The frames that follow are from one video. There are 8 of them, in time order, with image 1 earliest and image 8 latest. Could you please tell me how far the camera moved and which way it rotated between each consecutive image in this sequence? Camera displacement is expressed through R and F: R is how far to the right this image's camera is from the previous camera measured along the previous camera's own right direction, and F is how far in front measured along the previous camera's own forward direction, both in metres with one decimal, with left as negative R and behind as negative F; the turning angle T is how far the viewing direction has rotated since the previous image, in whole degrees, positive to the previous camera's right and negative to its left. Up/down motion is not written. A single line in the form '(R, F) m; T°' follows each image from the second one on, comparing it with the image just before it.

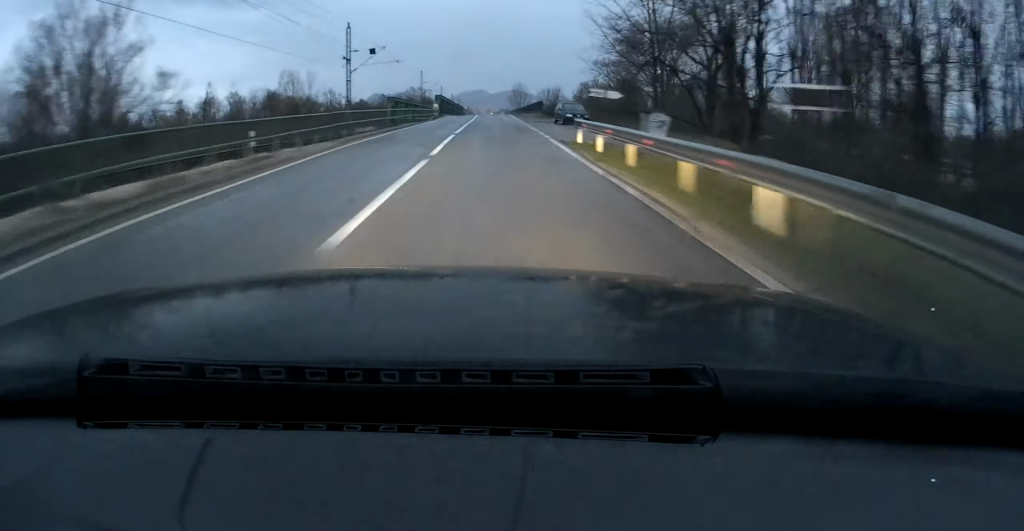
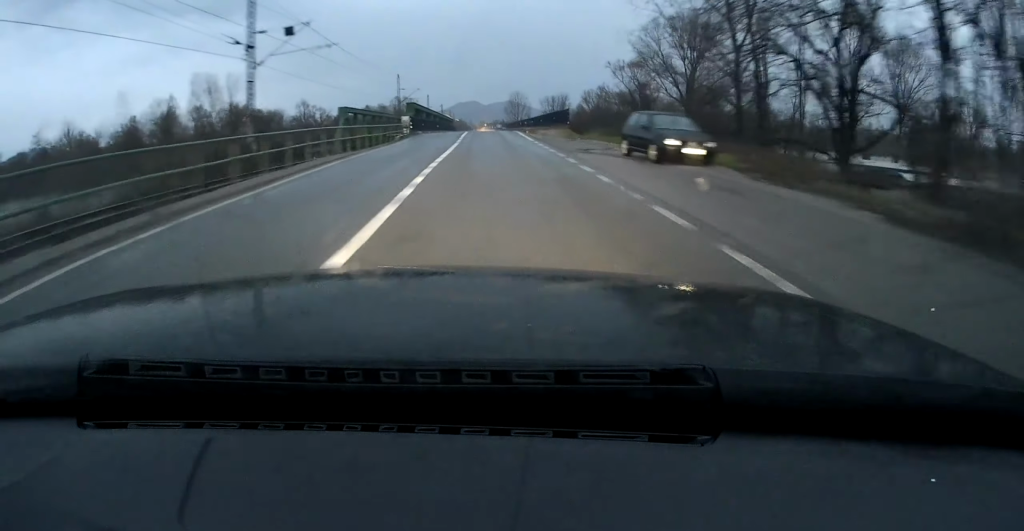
(0.0, +22.1) m; 0°
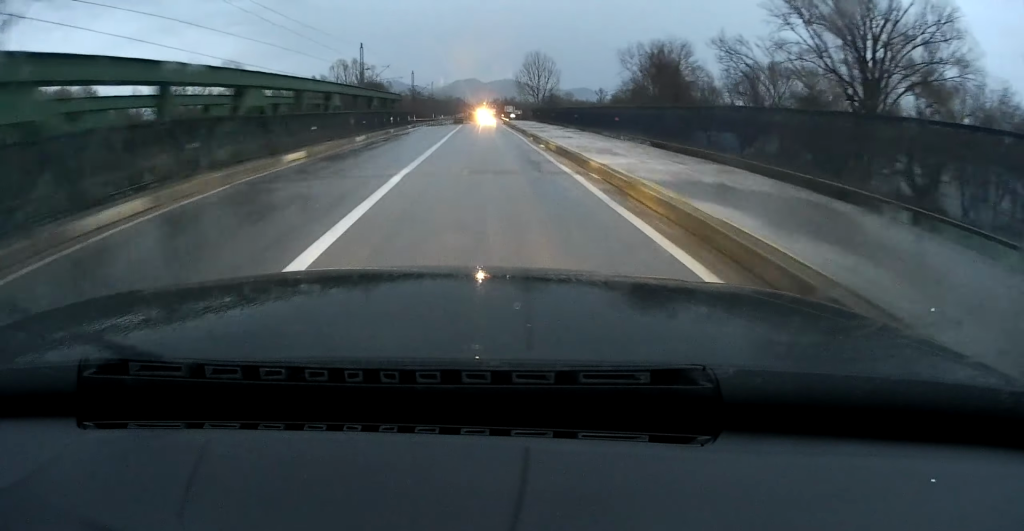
(+0.5, +74.8) m; +1°
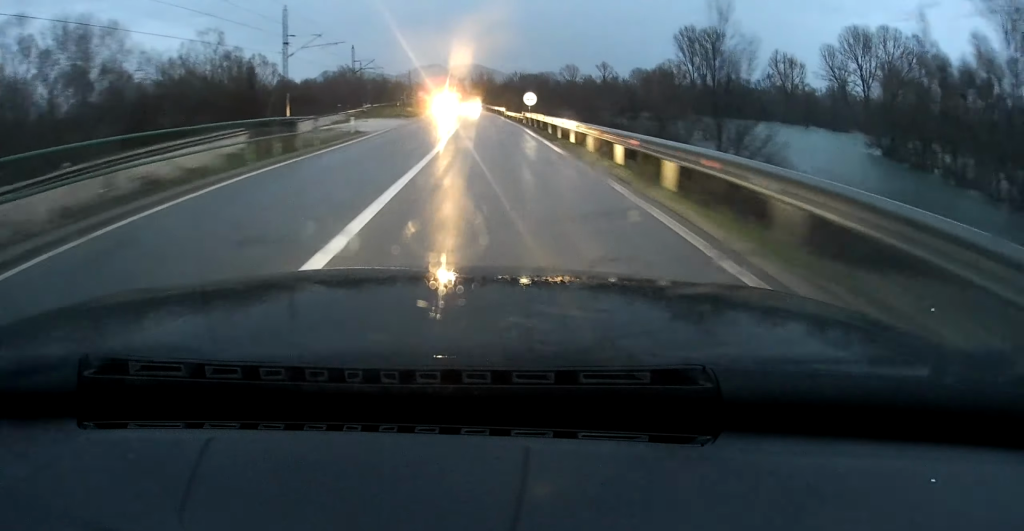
(+1.7, +108.0) m; +2°
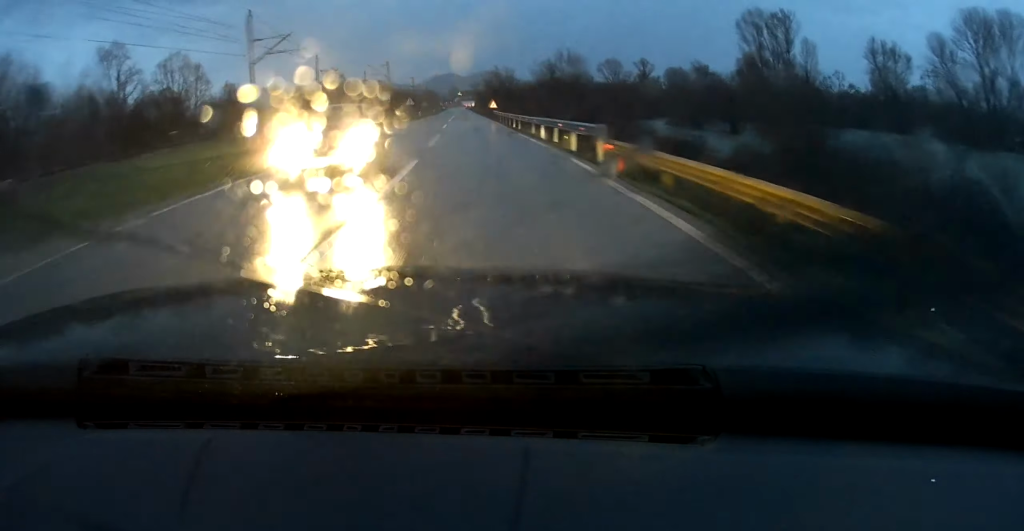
(-0.2, +48.8) m; -1°
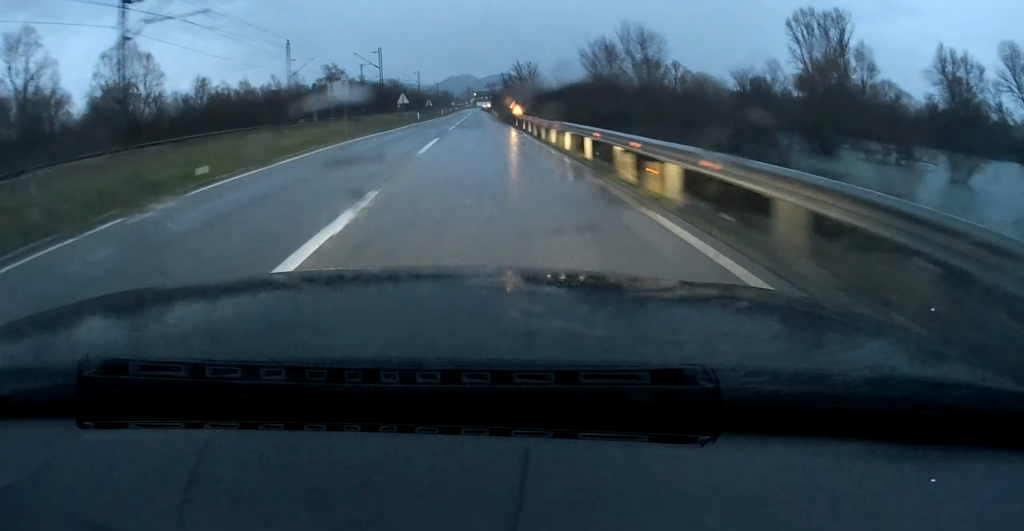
(-0.2, +21.9) m; -1°
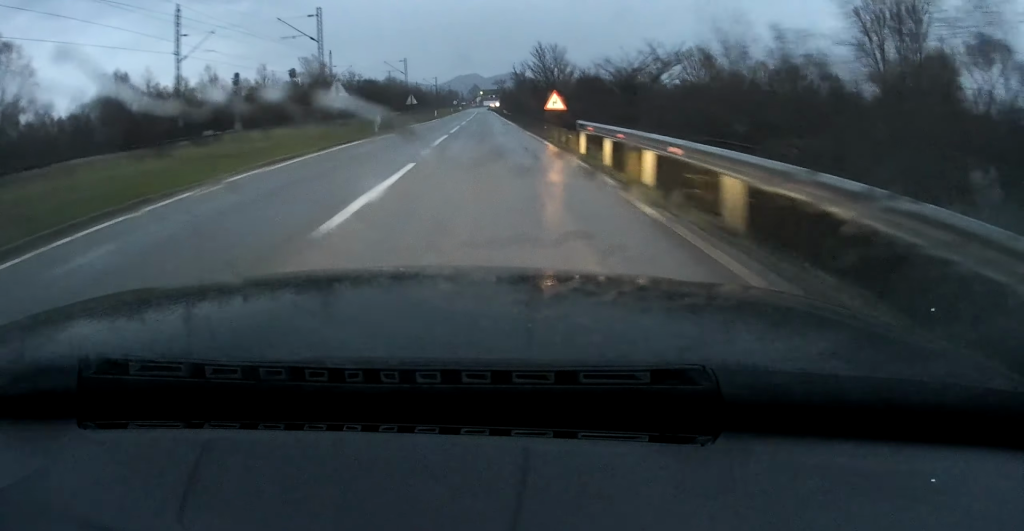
(-0.1, +30.0) m; -1°
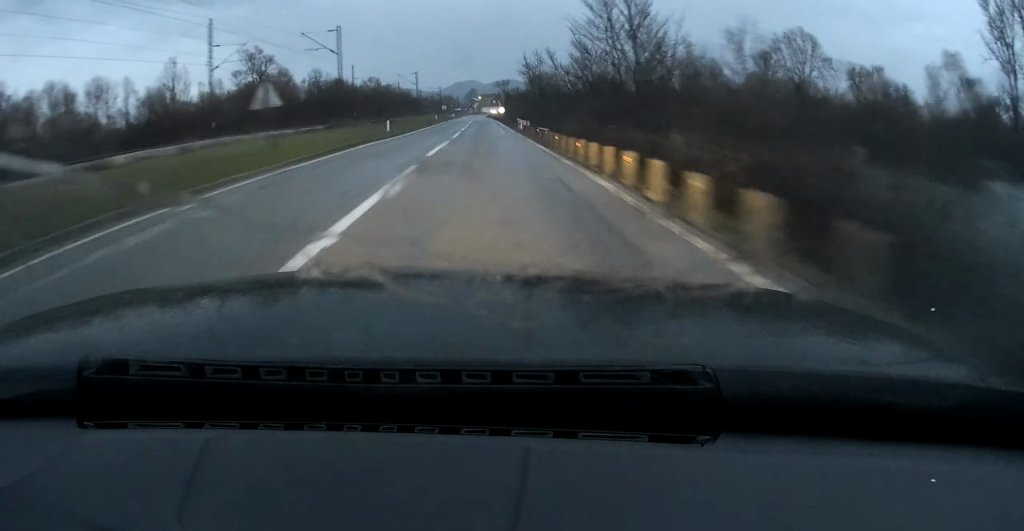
(-0.6, +41.6) m; -1°
